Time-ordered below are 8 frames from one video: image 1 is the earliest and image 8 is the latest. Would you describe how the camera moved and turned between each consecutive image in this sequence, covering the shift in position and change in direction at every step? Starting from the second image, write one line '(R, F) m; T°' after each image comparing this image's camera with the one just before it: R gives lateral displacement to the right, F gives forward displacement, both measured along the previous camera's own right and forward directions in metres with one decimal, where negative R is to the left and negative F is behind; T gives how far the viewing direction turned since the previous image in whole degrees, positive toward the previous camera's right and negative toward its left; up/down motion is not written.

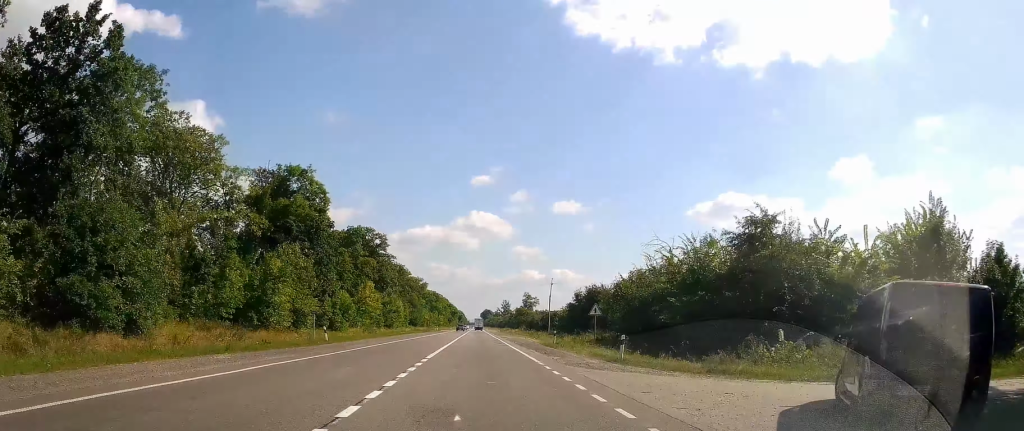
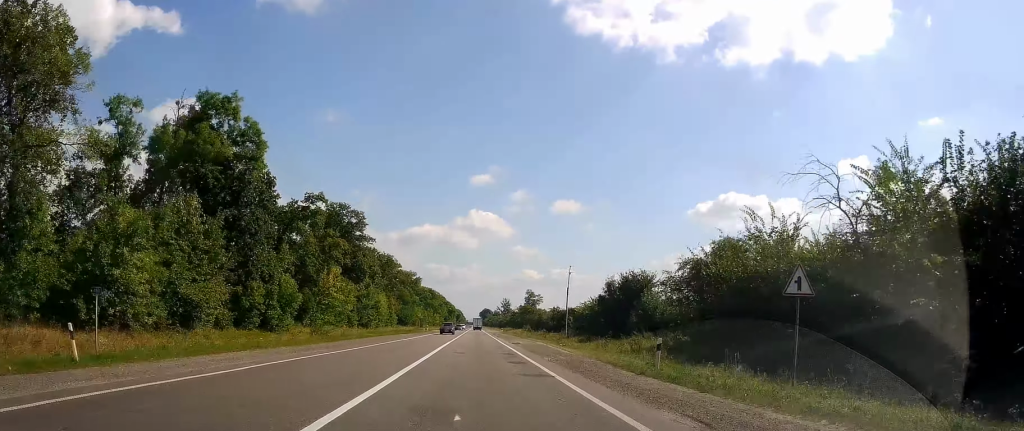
(-0.1, +25.0) m; 0°
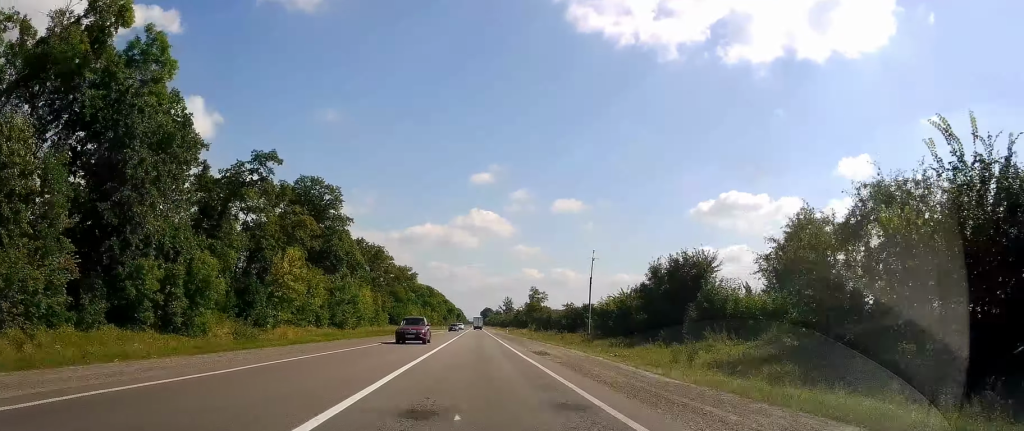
(-0.2, +18.8) m; 0°
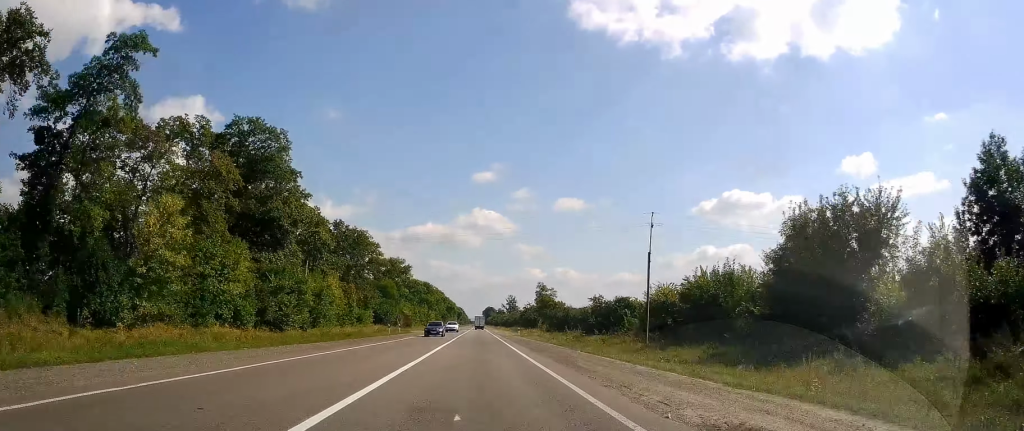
(+0.4, +26.2) m; +1°
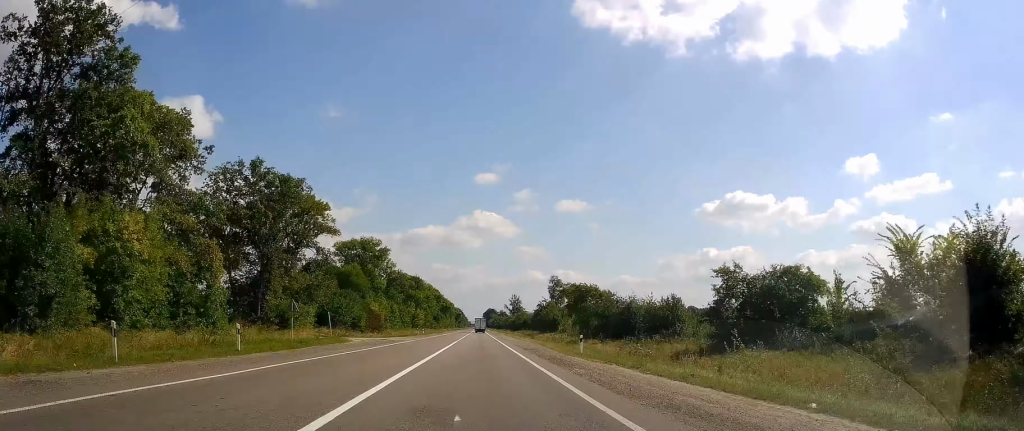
(0.0, +48.7) m; -1°
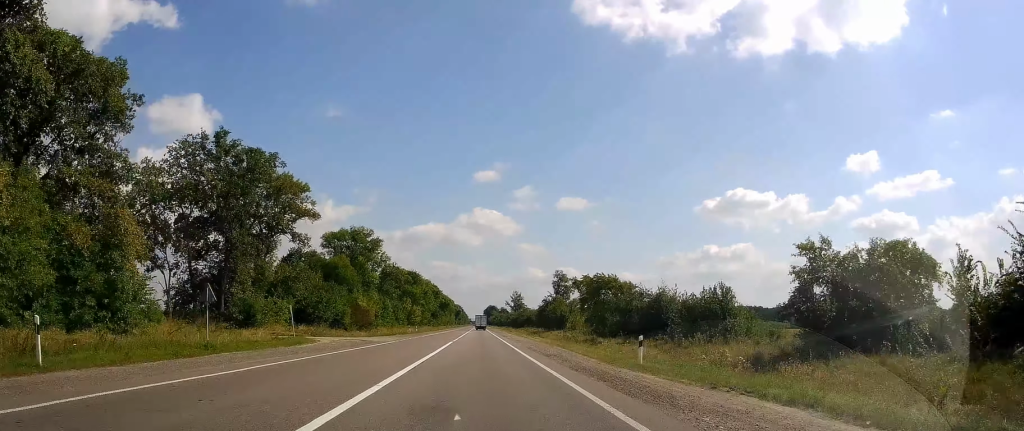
(+0.1, +12.5) m; 0°
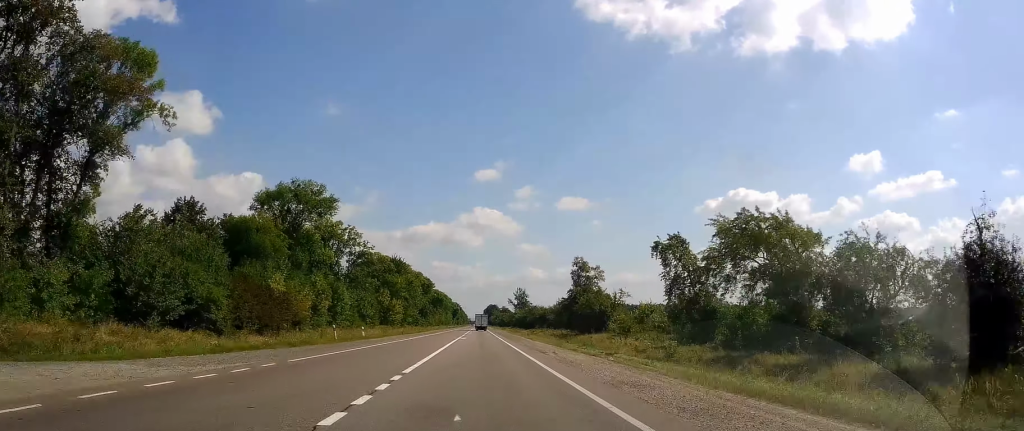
(-0.3, +42.5) m; 0°
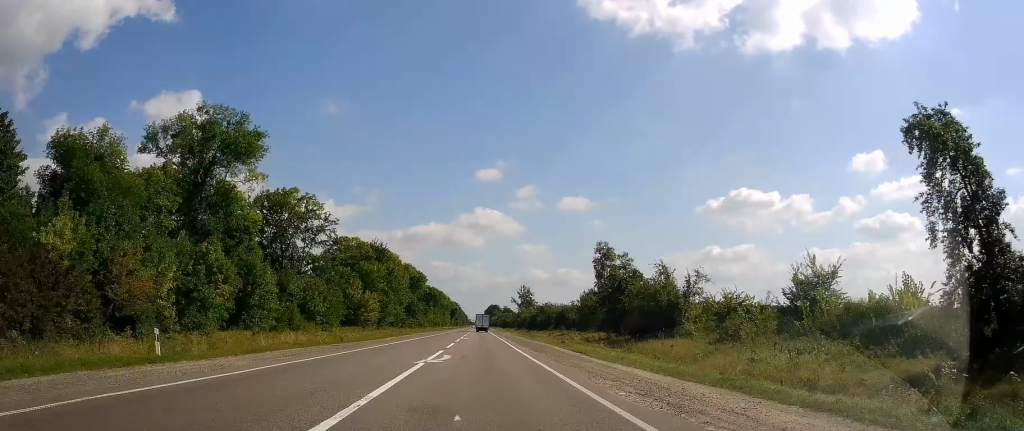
(0.0, +33.6) m; 0°
